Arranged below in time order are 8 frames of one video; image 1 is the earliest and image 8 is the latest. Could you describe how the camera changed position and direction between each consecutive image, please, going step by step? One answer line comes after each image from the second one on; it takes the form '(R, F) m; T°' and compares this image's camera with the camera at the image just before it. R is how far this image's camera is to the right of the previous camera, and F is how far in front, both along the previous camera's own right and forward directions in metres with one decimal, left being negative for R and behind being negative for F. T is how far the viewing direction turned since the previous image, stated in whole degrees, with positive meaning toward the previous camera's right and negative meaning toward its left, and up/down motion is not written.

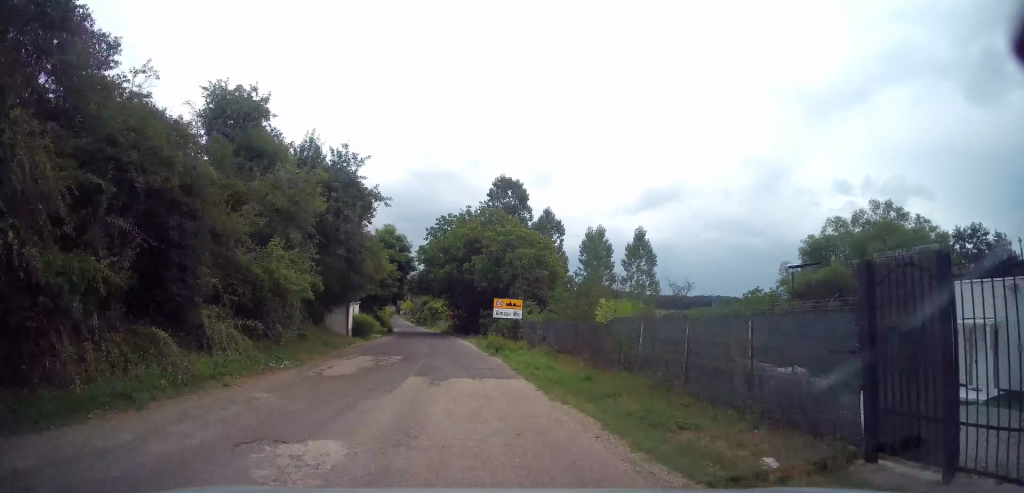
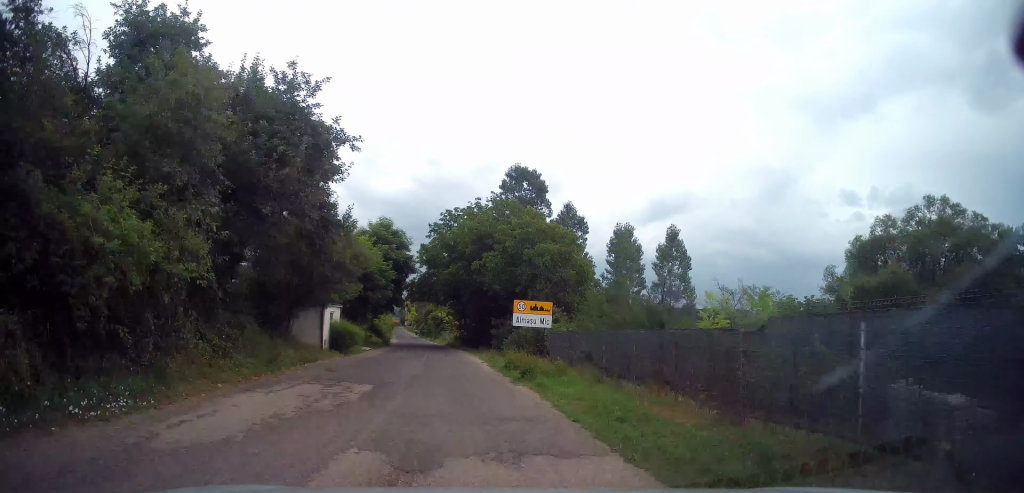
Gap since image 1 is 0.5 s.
(0.0, +7.4) m; 0°
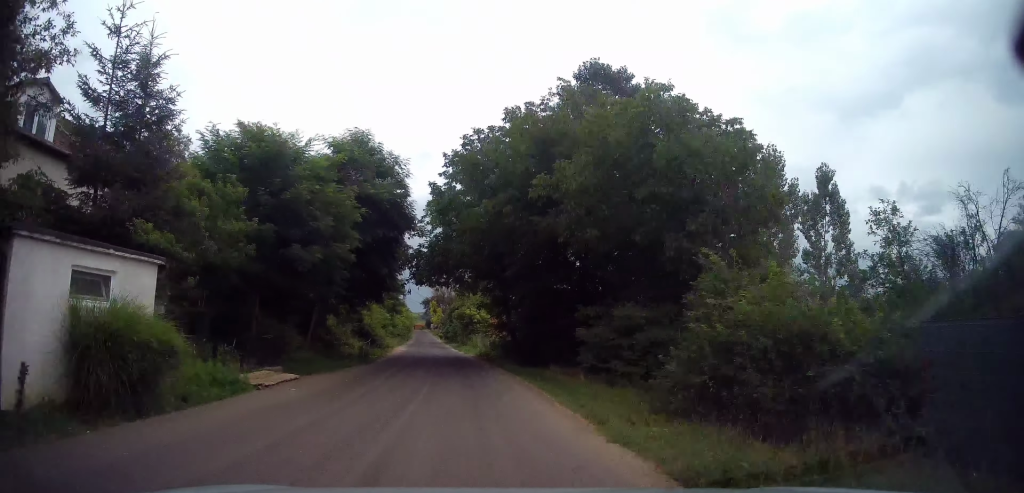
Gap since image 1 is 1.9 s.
(-0.1, +19.8) m; -2°
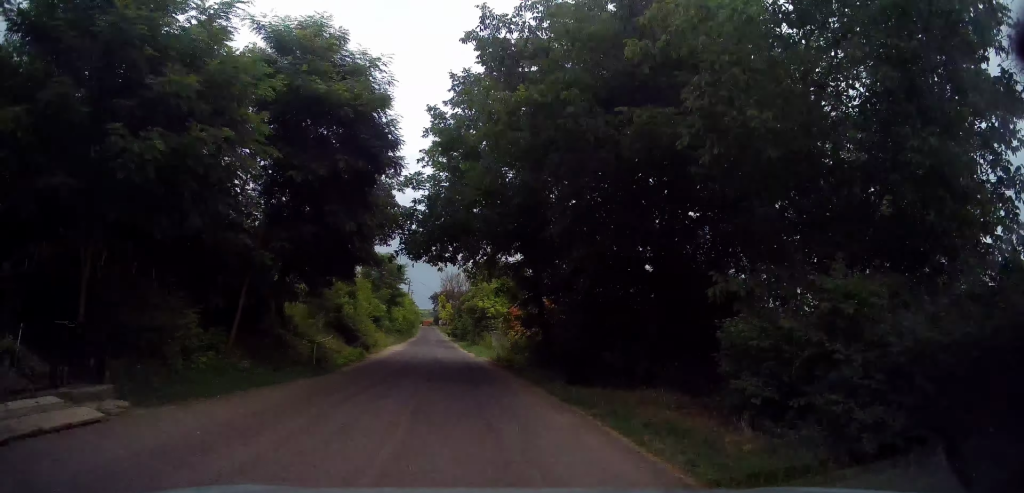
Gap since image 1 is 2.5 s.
(-0.3, +8.6) m; -1°
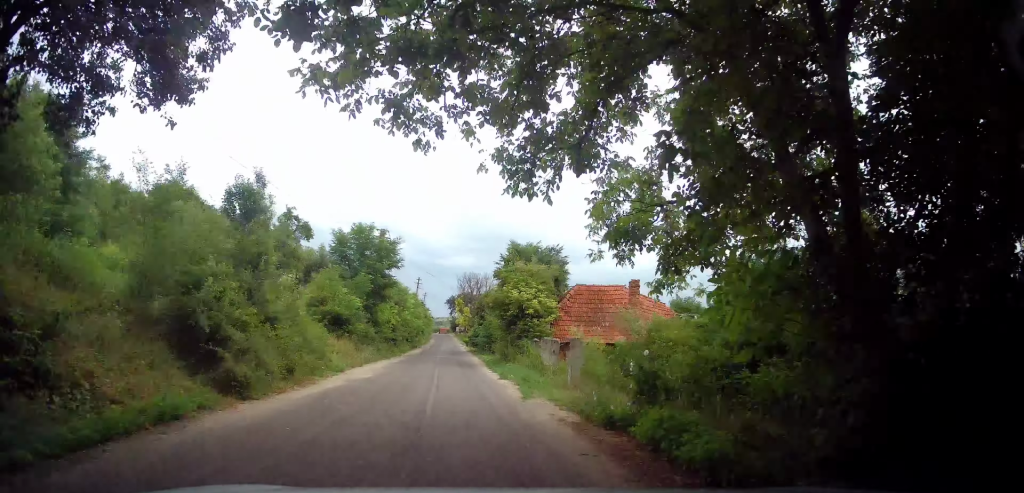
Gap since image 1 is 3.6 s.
(-0.2, +15.7) m; -3°
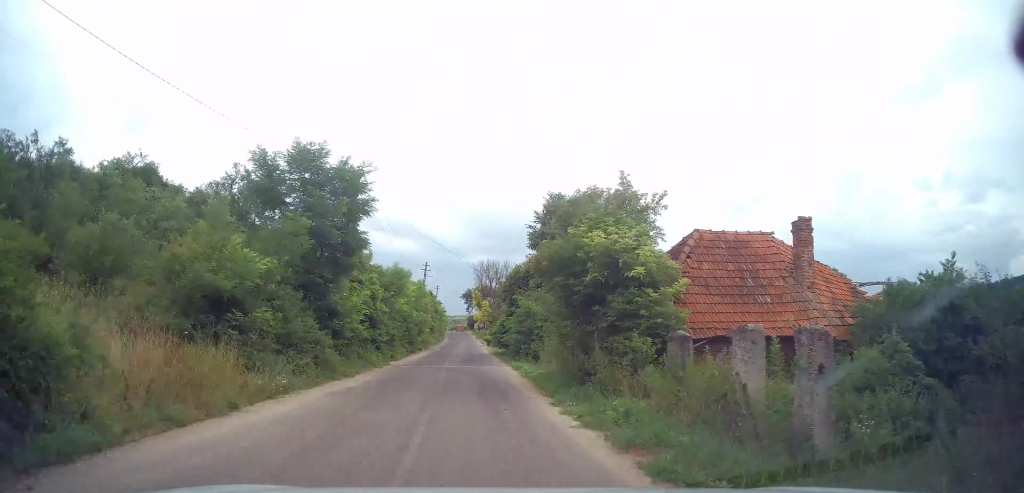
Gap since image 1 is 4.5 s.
(-0.4, +13.4) m; -2°
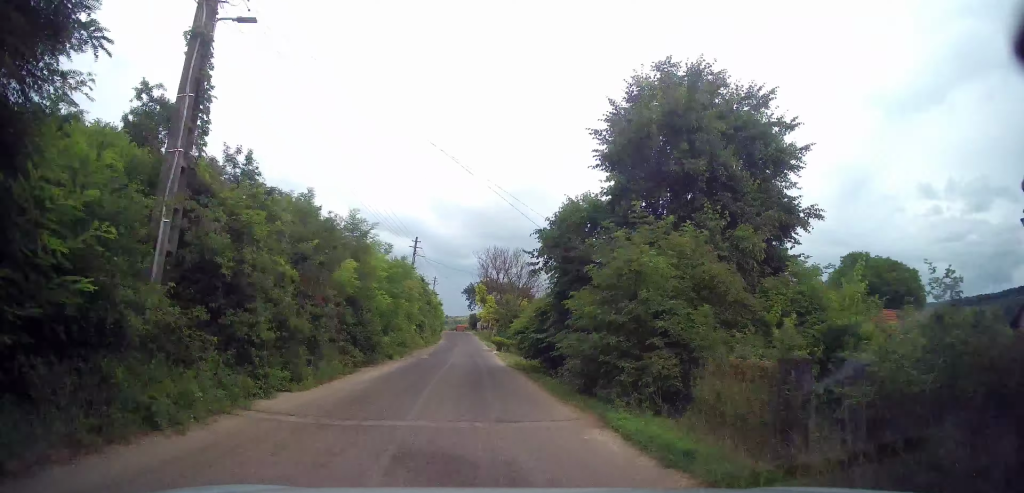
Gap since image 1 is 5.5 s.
(-0.1, +14.5) m; +1°
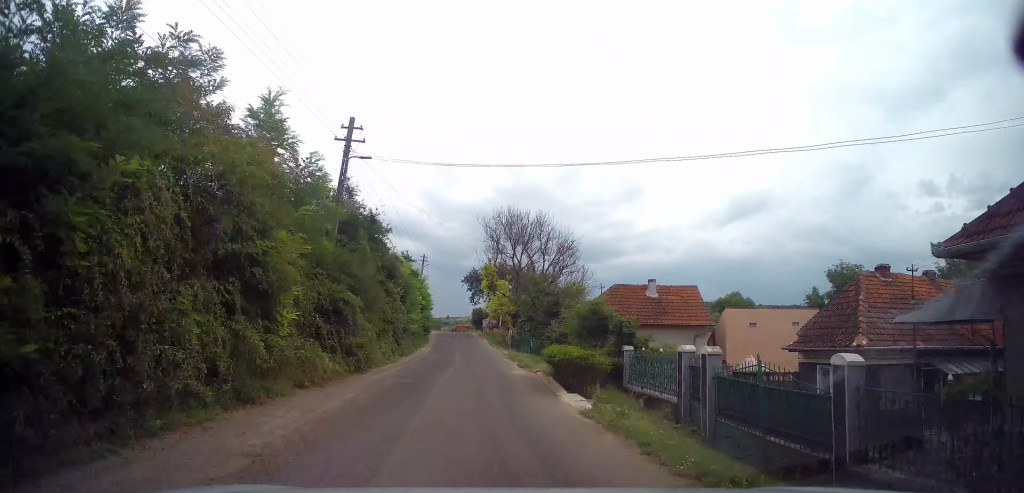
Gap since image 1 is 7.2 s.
(+0.4, +25.0) m; 0°
